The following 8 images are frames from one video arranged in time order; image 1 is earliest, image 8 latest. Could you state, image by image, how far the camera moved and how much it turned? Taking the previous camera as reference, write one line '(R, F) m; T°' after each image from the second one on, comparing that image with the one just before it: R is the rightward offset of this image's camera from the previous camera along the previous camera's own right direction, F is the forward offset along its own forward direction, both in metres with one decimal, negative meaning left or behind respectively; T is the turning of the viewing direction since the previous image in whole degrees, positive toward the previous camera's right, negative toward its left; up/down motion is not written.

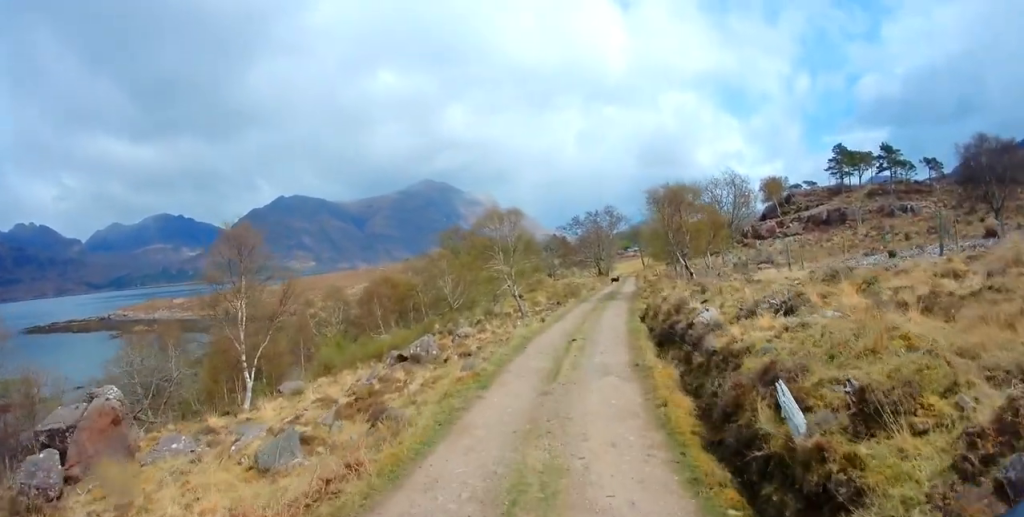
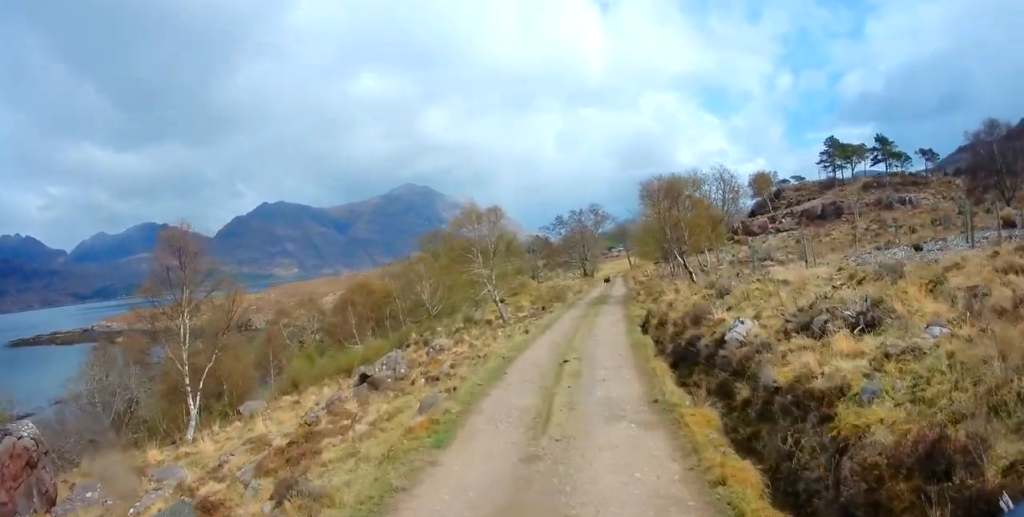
(-0.1, +3.3) m; +2°
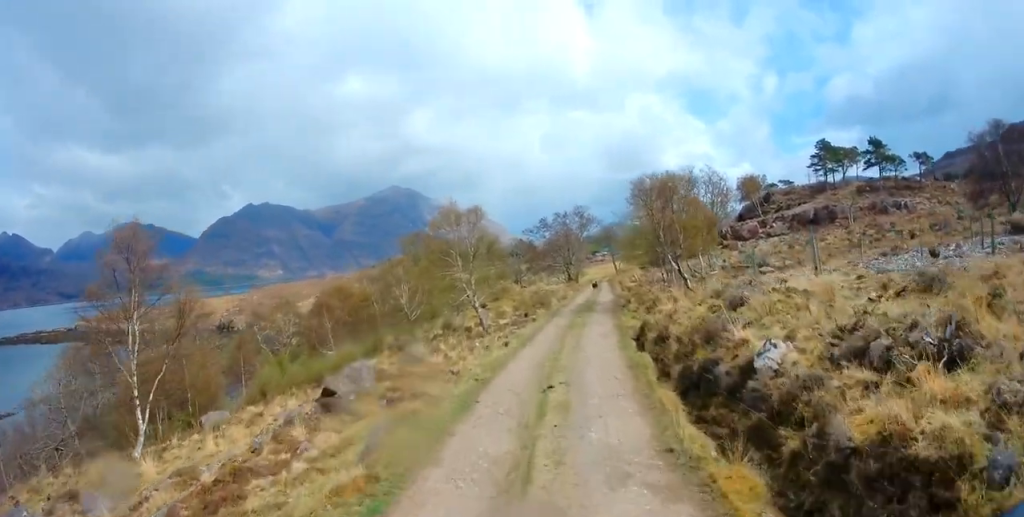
(-0.2, +2.2) m; +5°
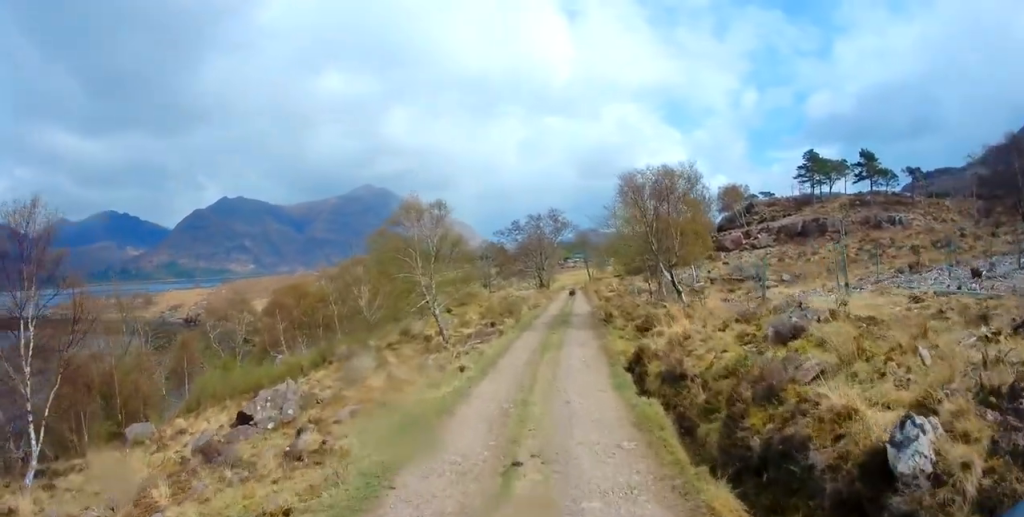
(+0.5, +3.6) m; +7°
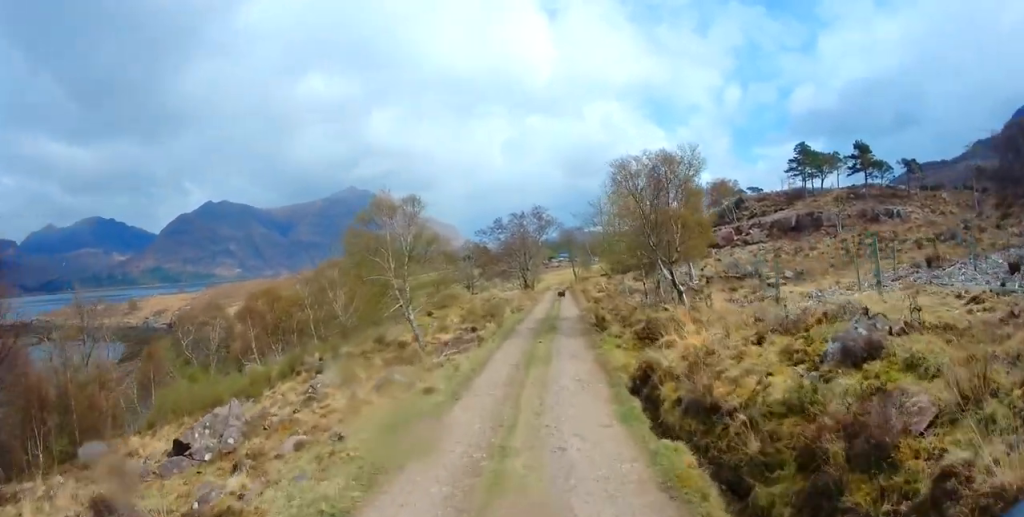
(+0.4, +2.5) m; +3°
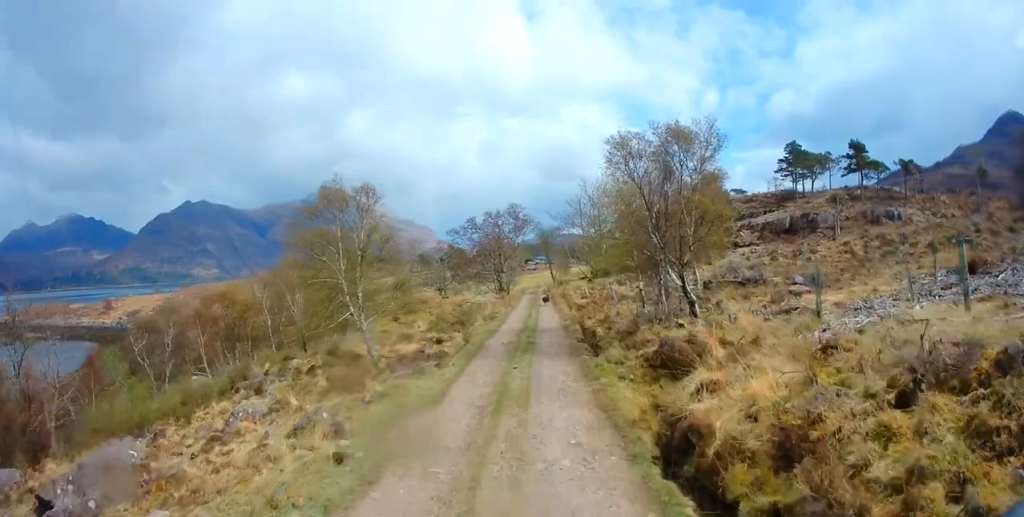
(-0.4, +3.8) m; -5°
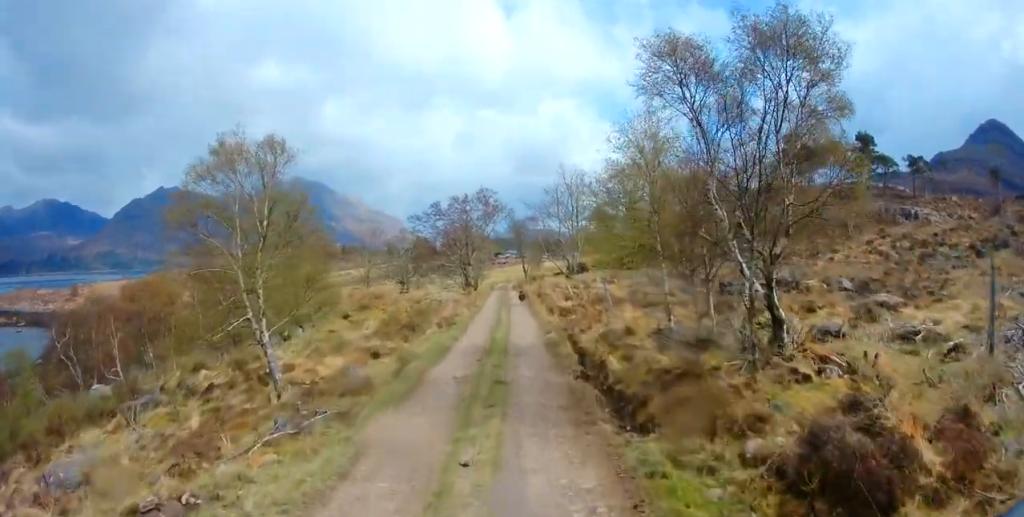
(-0.1, +6.6) m; 0°
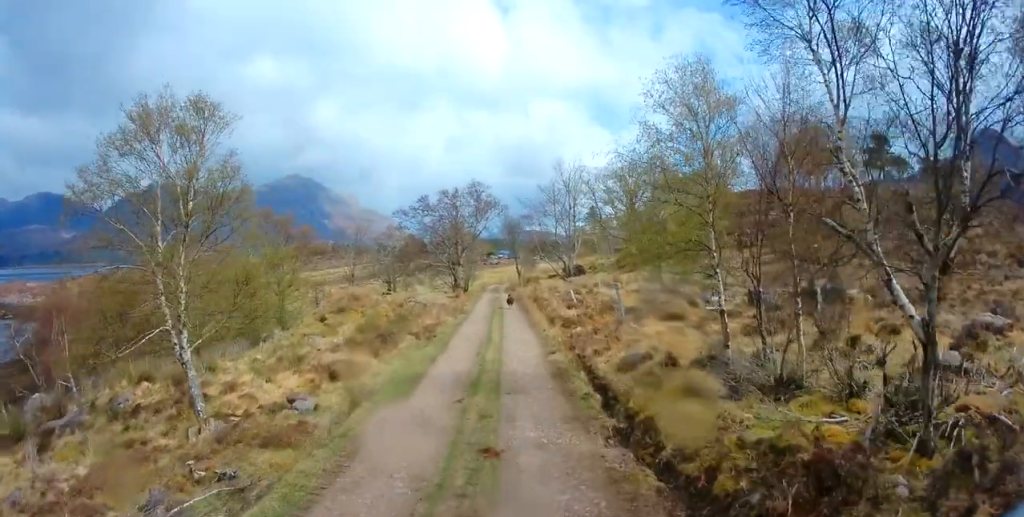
(+0.1, +4.0) m; 0°
